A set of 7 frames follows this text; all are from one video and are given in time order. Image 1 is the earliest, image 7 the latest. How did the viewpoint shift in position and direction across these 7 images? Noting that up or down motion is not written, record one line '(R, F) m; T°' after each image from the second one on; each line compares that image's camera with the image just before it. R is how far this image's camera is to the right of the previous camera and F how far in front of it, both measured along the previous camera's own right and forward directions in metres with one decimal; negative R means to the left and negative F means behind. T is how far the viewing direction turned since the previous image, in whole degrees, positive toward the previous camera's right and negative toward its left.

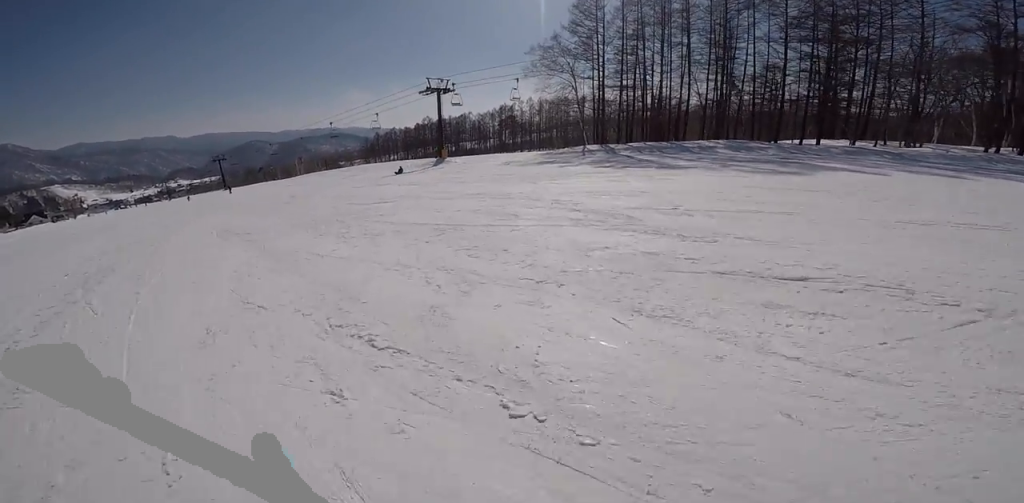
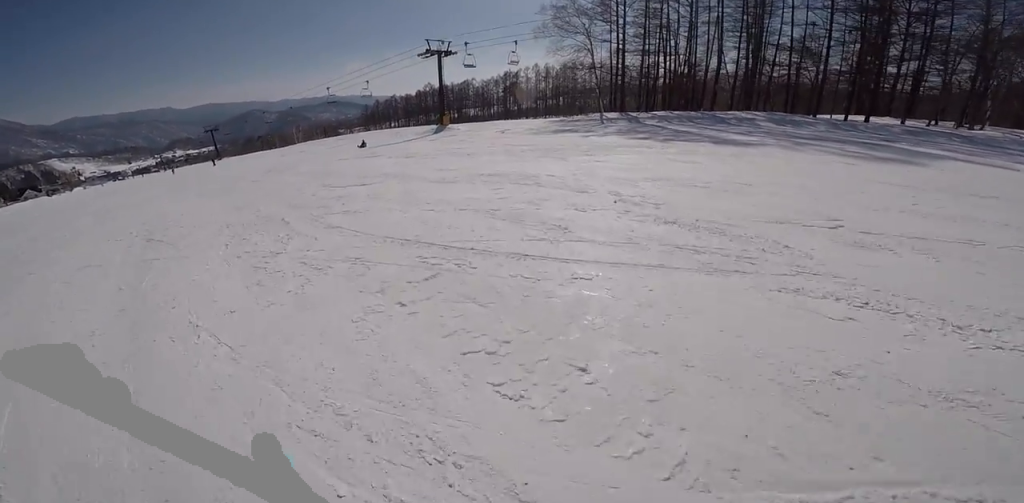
(0.0, +3.7) m; 0°
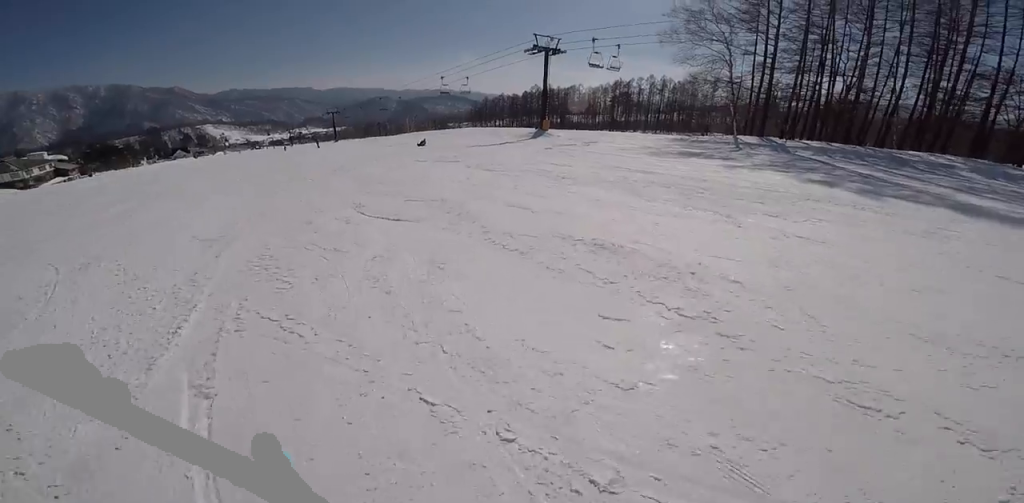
(0.0, +4.7) m; -7°
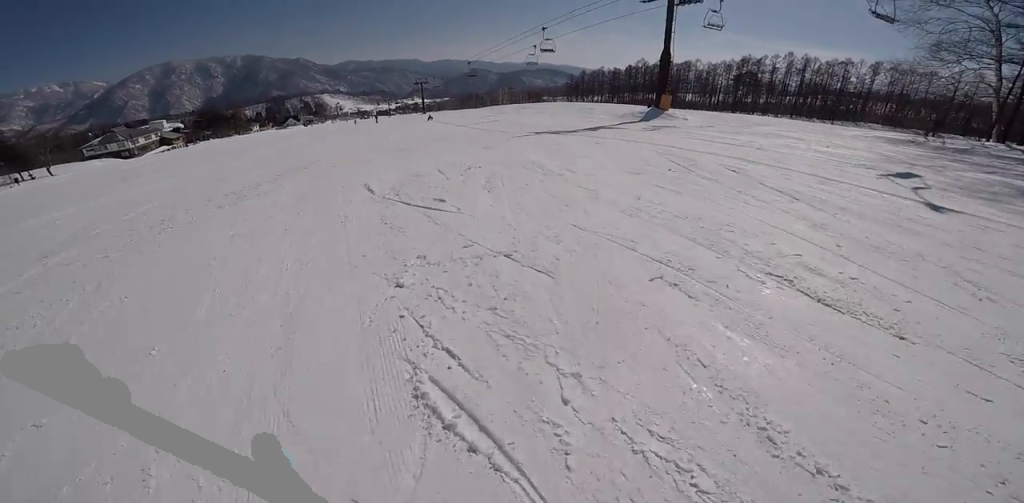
(-4.1, +10.9) m; -36°
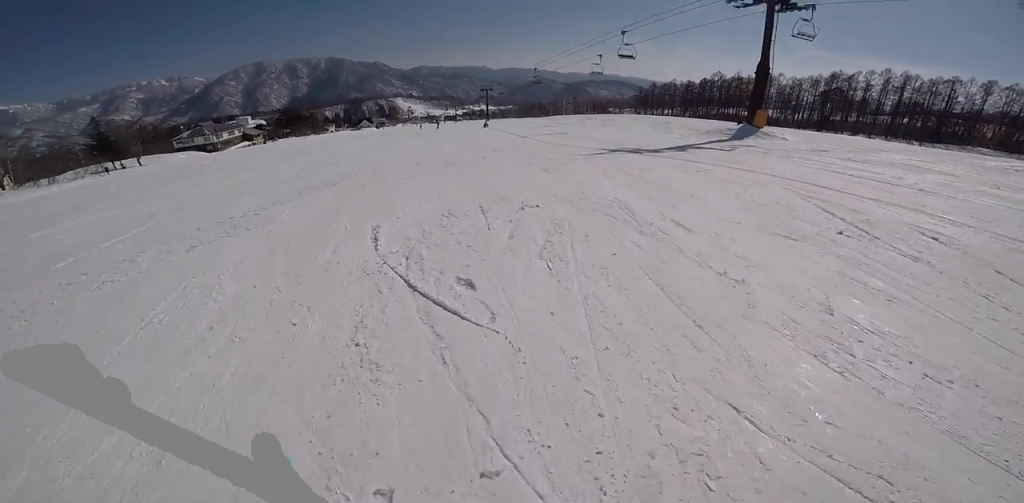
(-0.6, +2.7) m; -4°
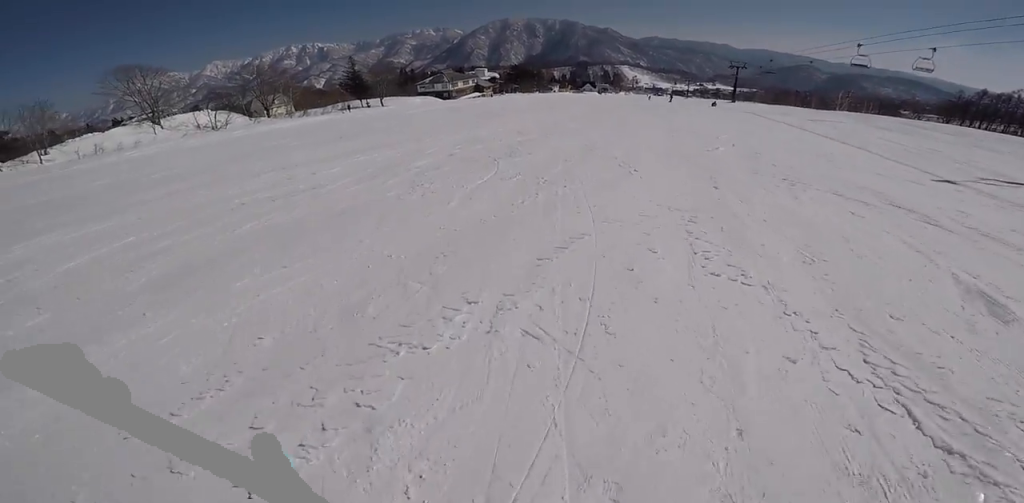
(-1.4, +9.9) m; -19°
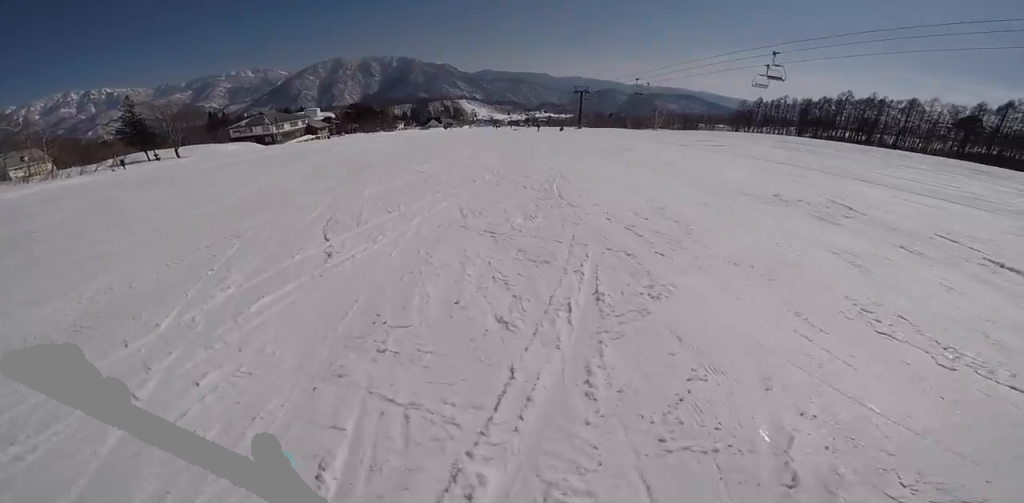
(+1.1, +10.3) m; +19°
